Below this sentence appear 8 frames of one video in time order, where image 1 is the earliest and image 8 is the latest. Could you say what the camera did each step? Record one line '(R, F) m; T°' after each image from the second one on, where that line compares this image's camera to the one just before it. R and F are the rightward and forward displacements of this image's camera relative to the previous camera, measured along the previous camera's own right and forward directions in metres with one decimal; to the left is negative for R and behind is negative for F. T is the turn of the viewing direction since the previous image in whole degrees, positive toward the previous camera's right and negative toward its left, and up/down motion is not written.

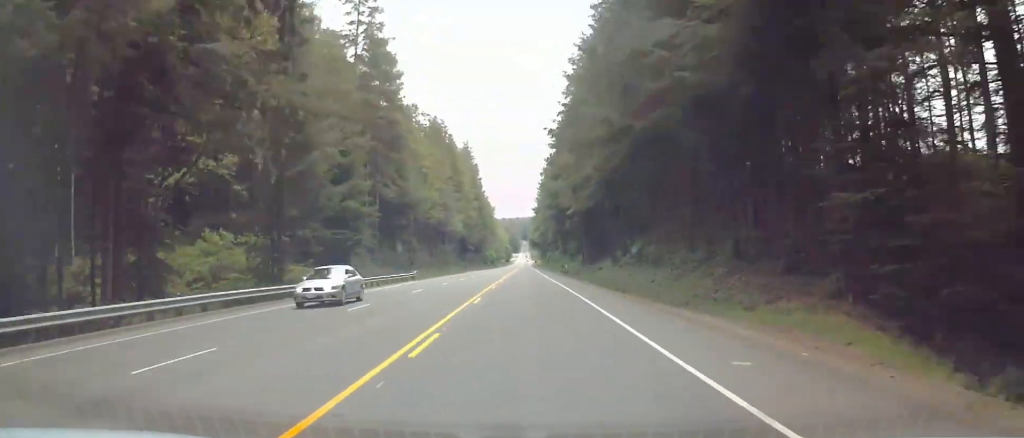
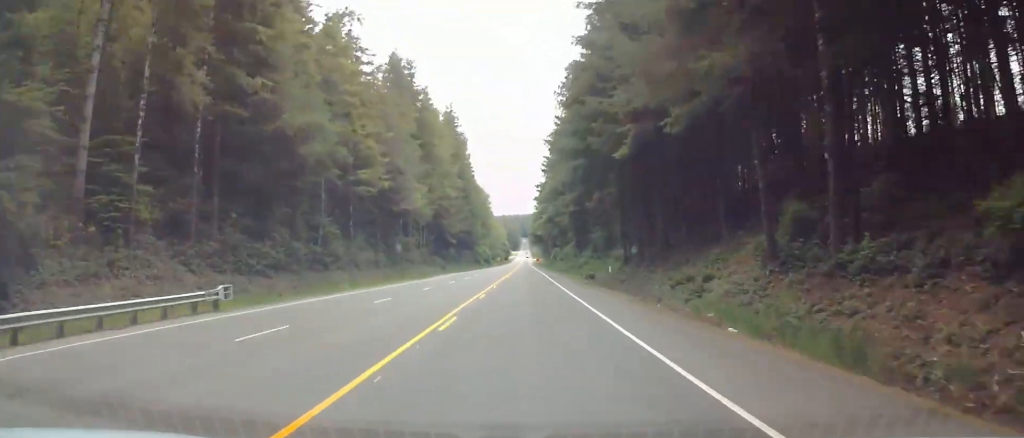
(+0.1, +44.2) m; 0°
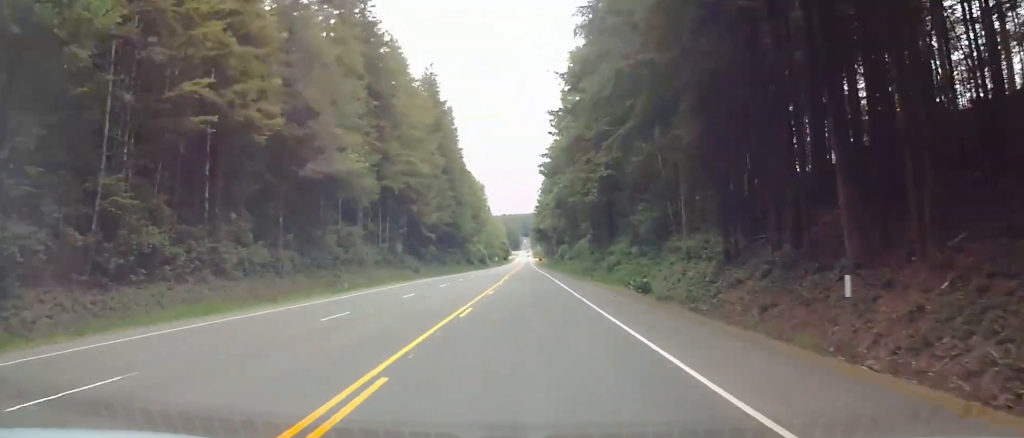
(+0.2, +30.8) m; 0°
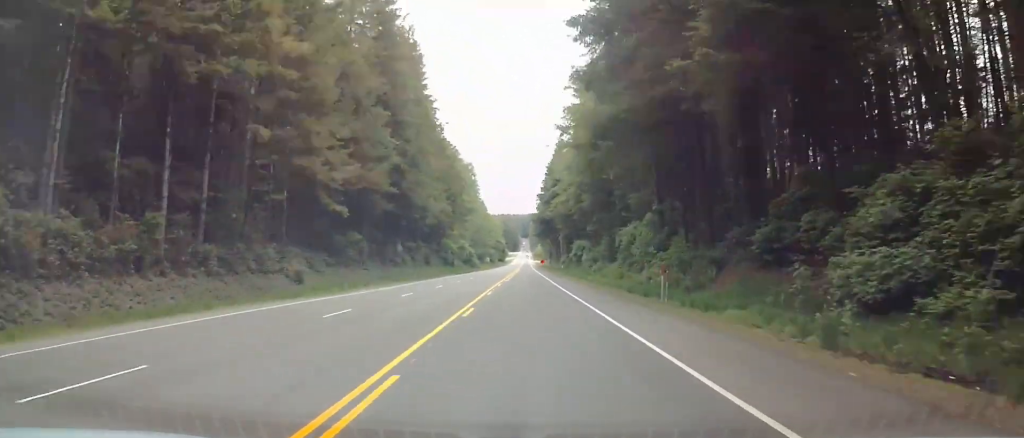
(-0.4, +48.1) m; 0°
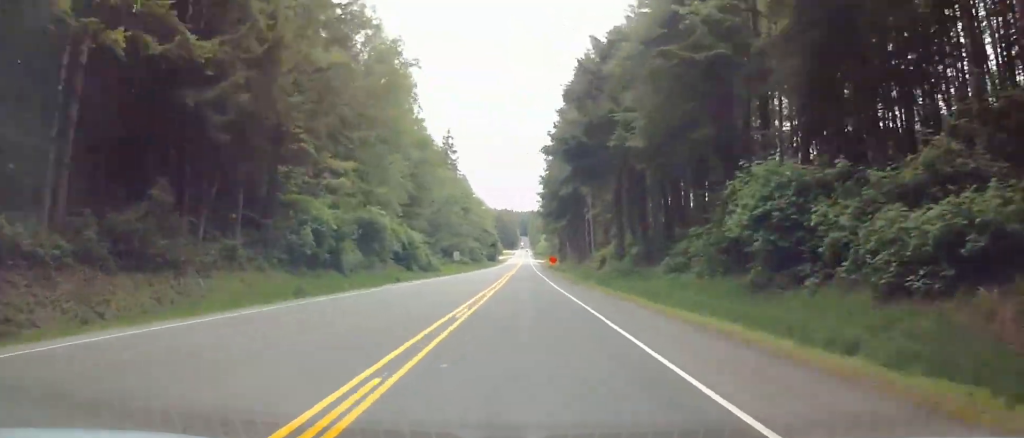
(+0.6, +84.9) m; 0°
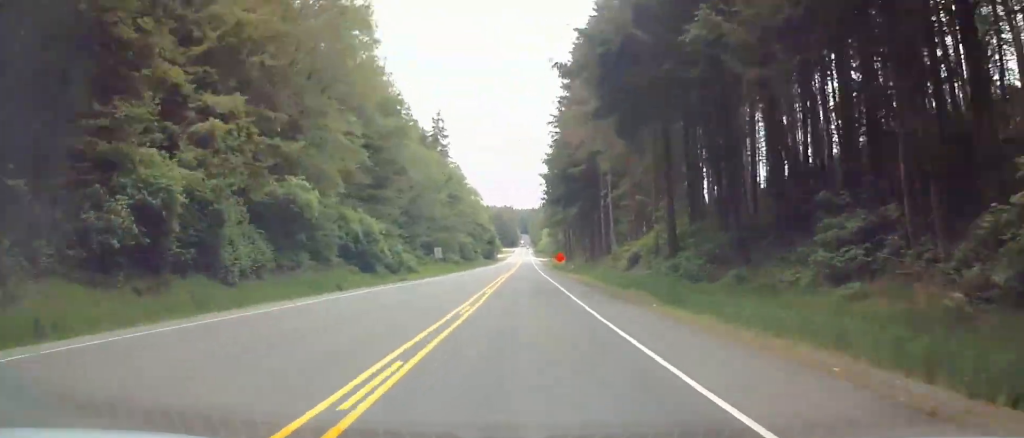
(-0.1, +22.6) m; 0°
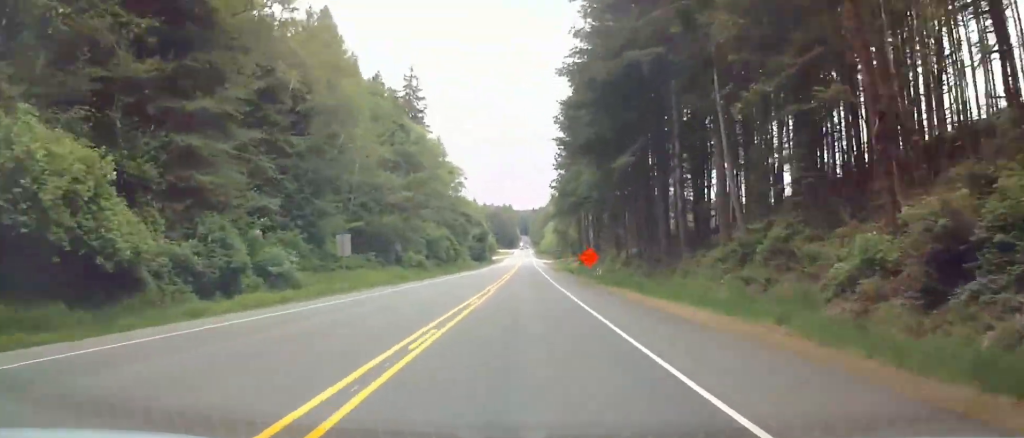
(0.0, +43.7) m; 0°
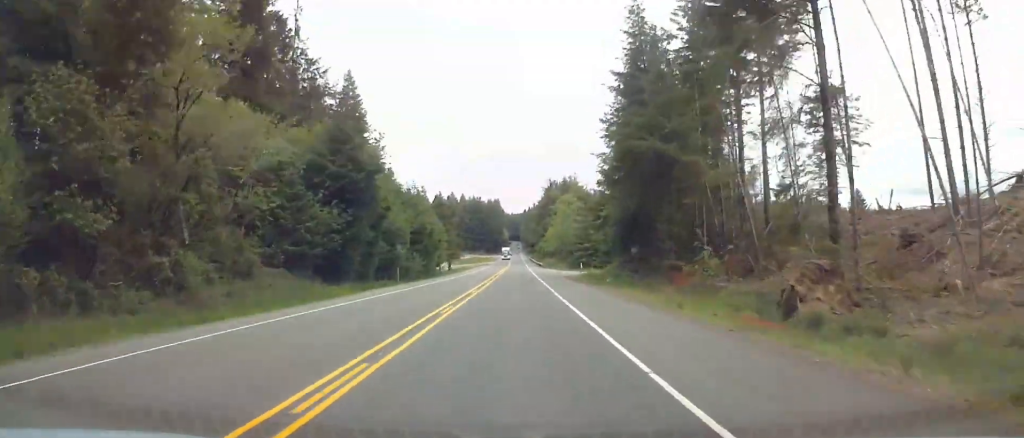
(+0.1, +124.2) m; 0°
